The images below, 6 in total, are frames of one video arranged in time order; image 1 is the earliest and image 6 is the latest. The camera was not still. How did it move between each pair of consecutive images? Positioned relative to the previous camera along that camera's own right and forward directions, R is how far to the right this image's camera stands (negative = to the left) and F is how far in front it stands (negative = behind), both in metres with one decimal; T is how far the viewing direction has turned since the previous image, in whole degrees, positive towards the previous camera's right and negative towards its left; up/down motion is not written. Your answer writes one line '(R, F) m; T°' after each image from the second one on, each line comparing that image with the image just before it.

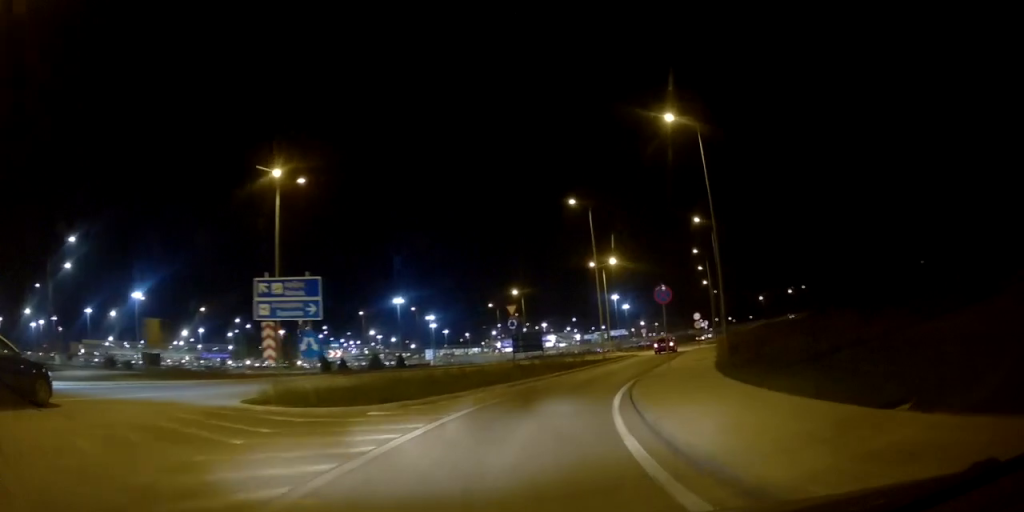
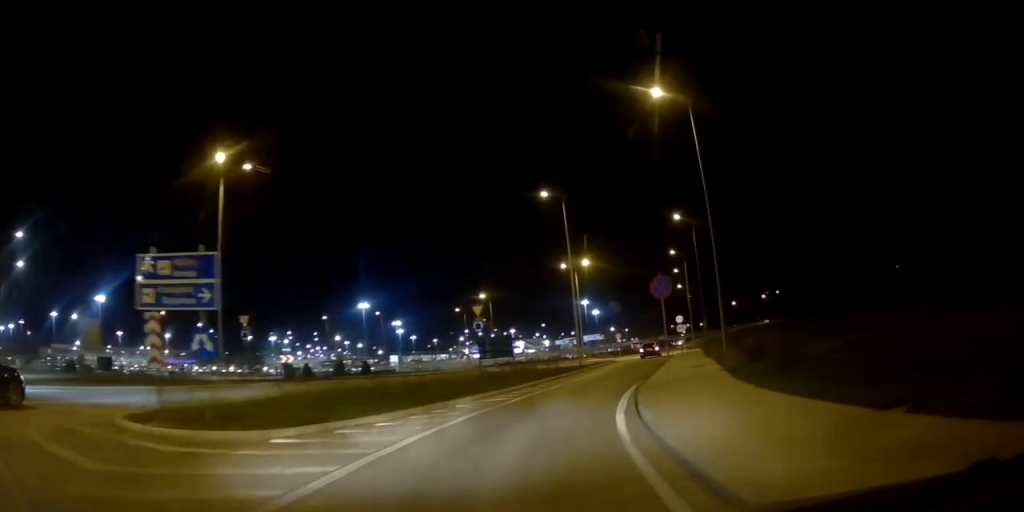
(+0.3, +4.2) m; +4°
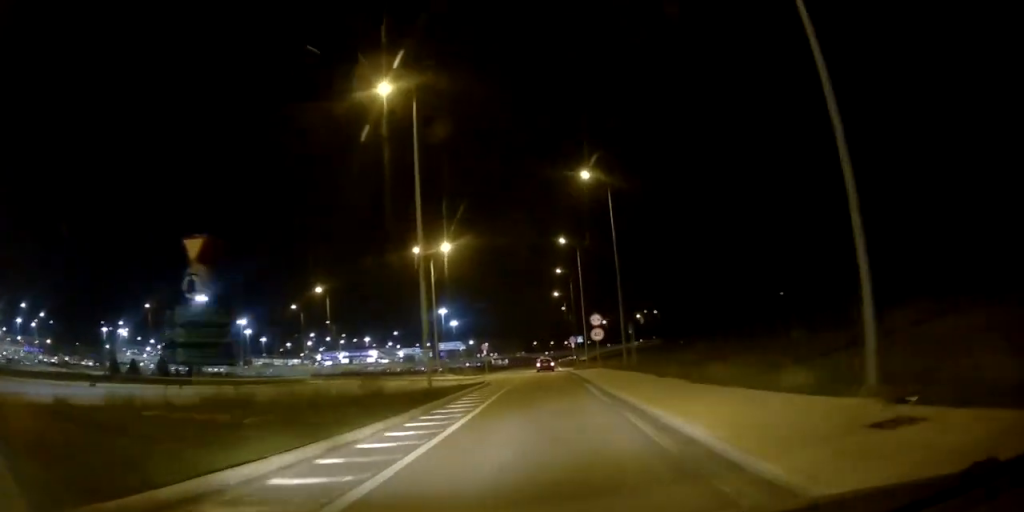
(+2.6, +19.1) m; +12°
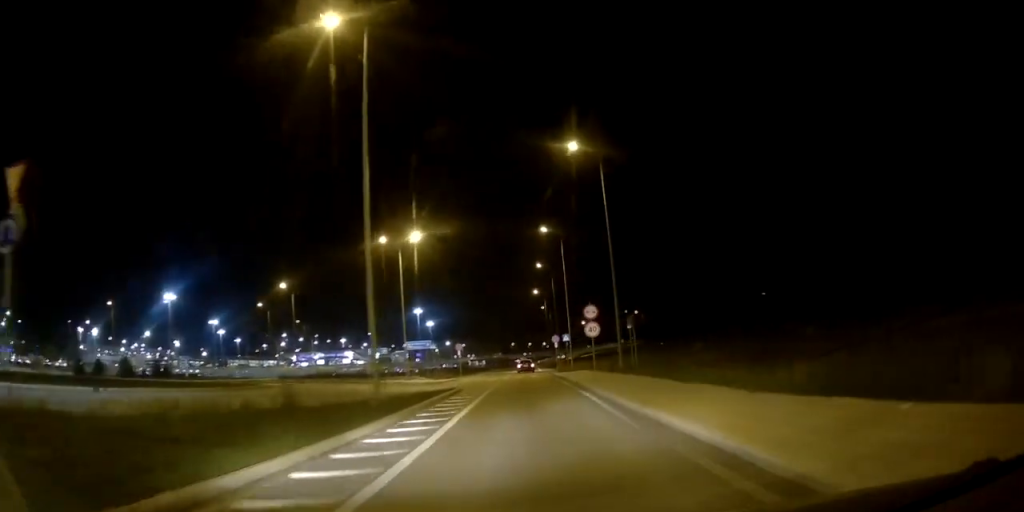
(+0.3, +5.7) m; 0°
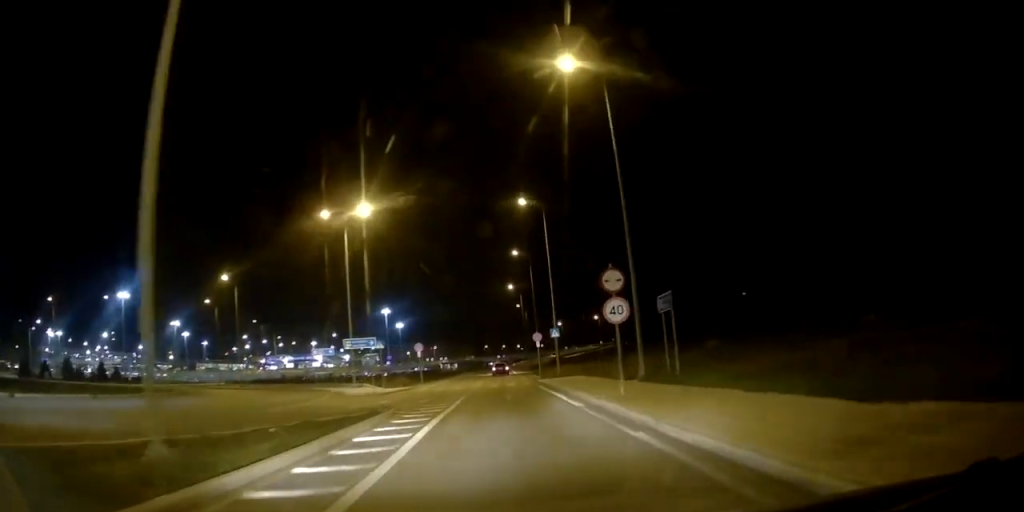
(-0.1, +10.1) m; 0°
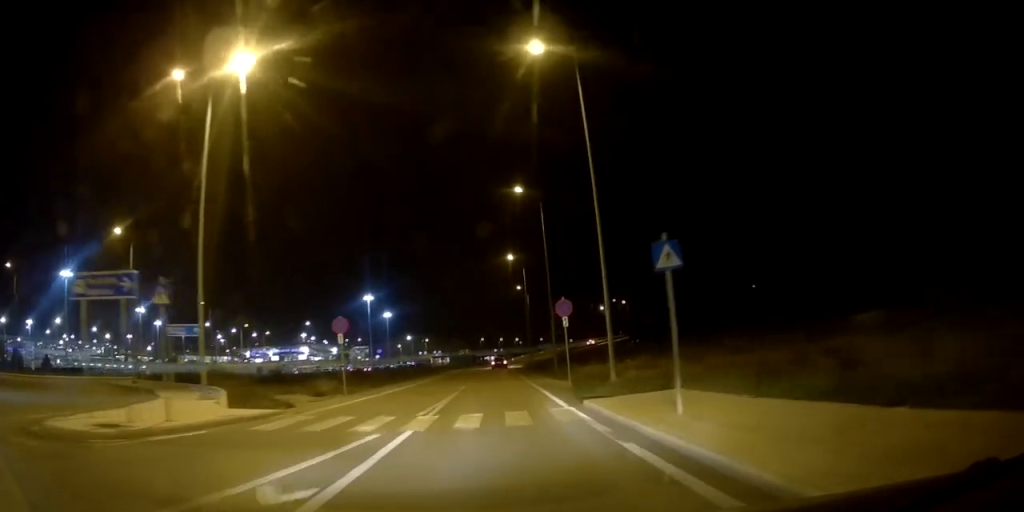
(+0.5, +21.8) m; +1°
